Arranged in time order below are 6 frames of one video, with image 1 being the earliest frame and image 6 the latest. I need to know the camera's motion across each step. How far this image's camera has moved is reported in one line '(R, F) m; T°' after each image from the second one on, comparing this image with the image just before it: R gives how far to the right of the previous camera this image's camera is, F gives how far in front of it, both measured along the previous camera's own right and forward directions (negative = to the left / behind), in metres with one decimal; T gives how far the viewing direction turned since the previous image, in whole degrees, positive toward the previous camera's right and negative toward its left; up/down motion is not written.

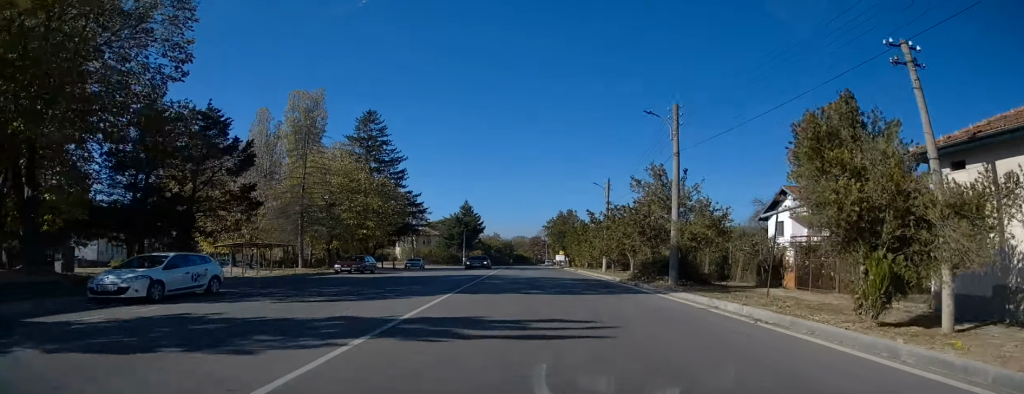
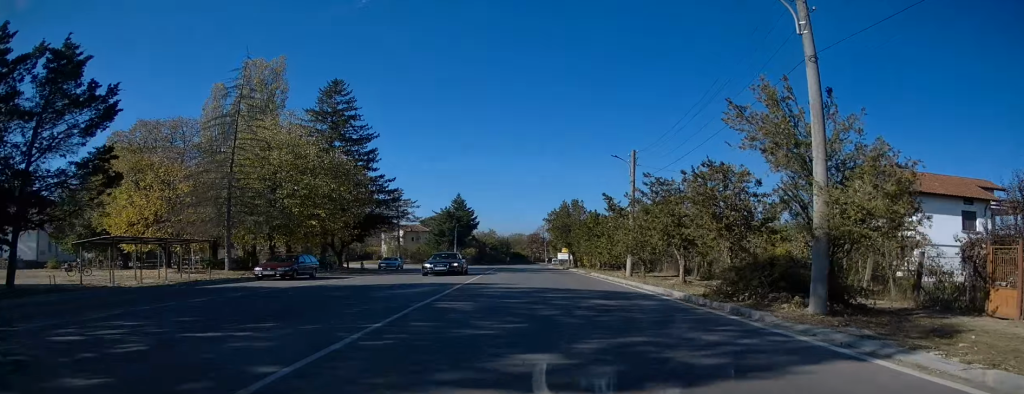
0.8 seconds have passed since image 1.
(+0.1, +11.4) m; 0°
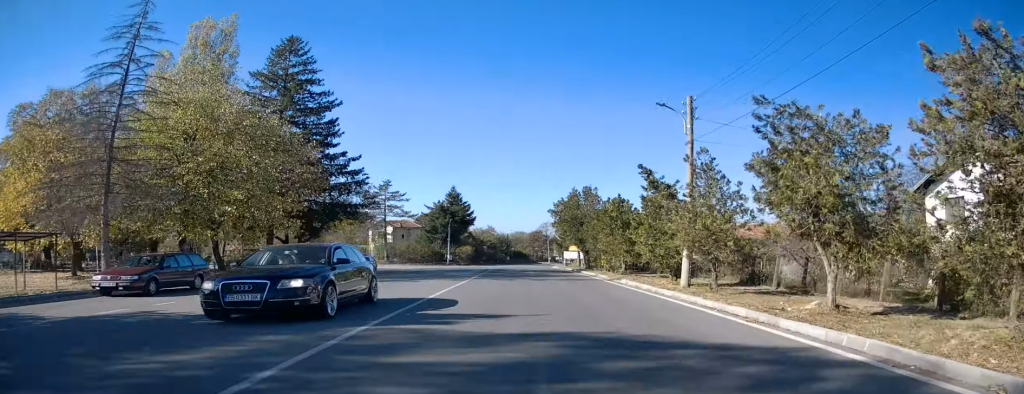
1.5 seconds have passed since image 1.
(0.0, +11.0) m; 0°
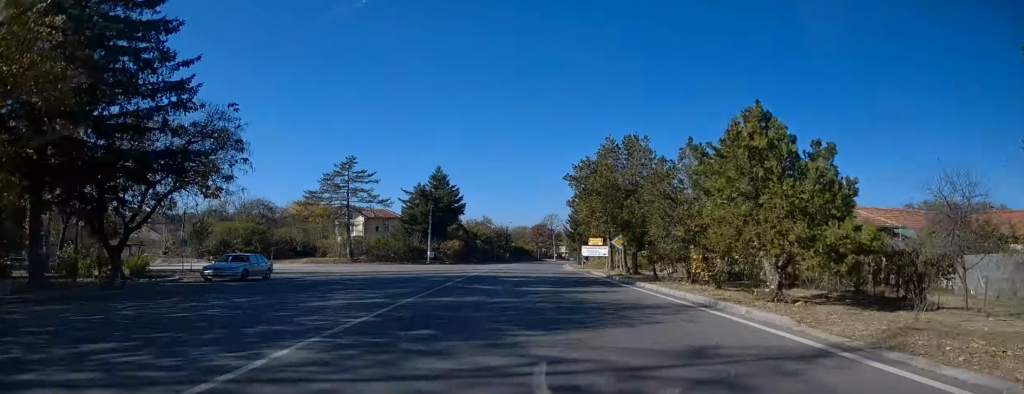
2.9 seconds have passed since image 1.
(-0.1, +21.2) m; 0°
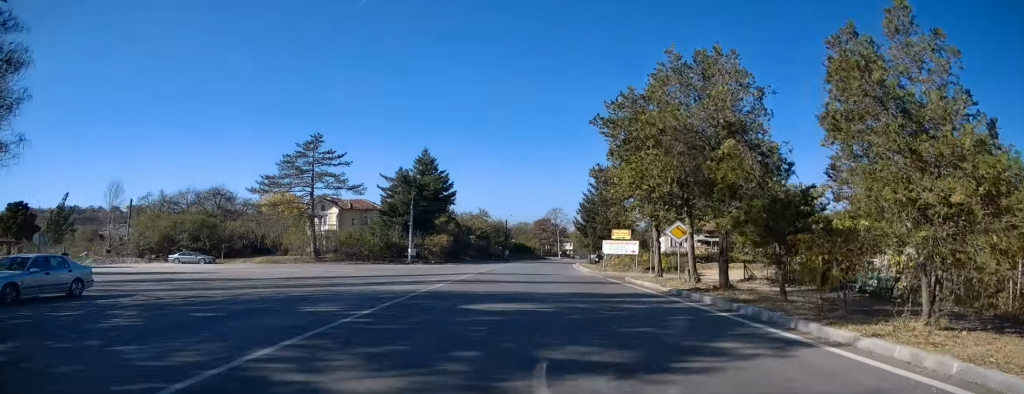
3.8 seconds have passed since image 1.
(+0.1, +13.0) m; 0°
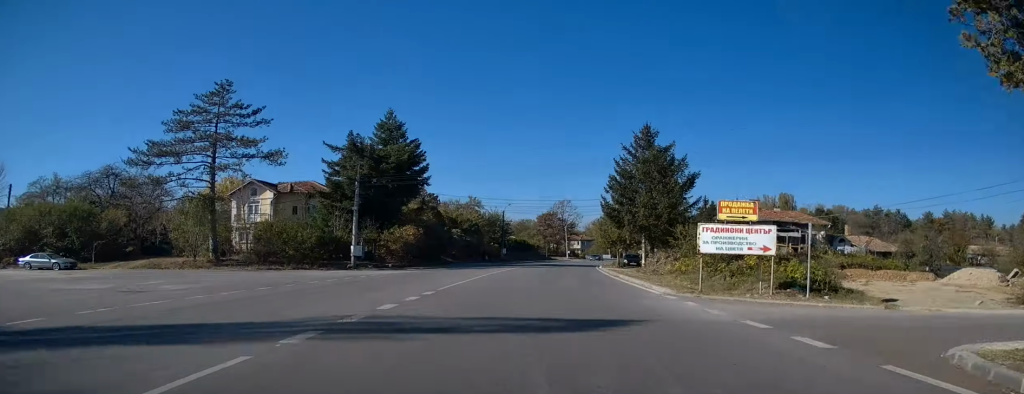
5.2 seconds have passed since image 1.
(-0.1, +21.8) m; -2°
